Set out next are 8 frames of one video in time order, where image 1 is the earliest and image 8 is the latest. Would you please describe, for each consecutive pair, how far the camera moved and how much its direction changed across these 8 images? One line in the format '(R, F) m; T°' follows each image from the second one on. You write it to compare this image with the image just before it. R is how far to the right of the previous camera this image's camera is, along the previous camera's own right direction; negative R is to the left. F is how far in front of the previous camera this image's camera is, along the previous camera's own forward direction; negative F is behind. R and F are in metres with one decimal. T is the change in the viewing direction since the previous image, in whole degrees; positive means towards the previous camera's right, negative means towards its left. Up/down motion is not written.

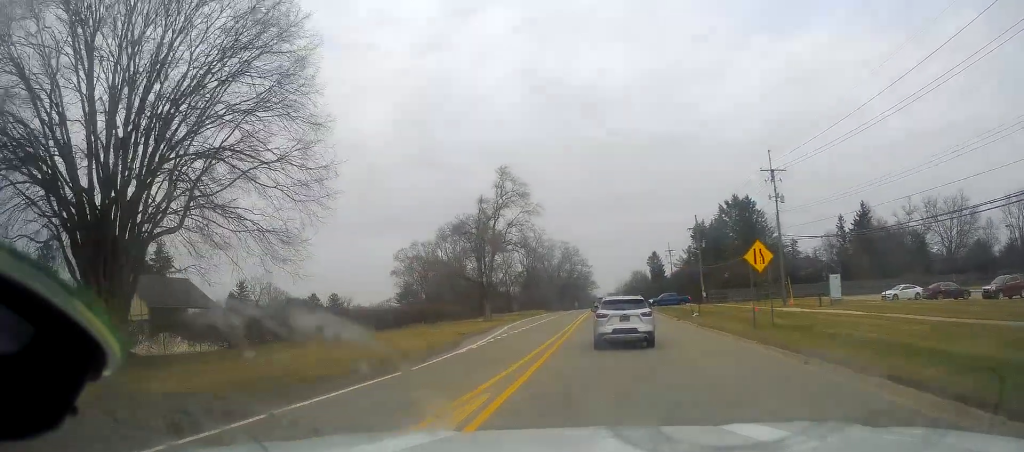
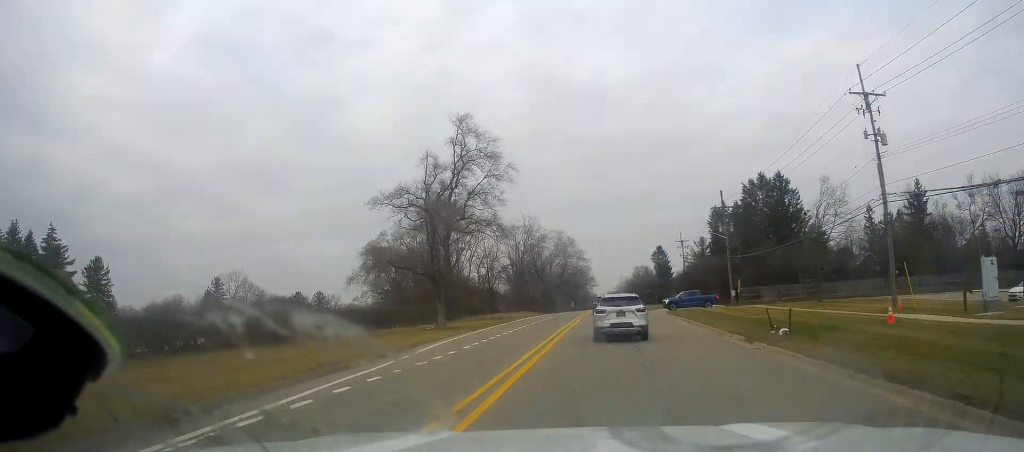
(-0.1, +20.2) m; -2°
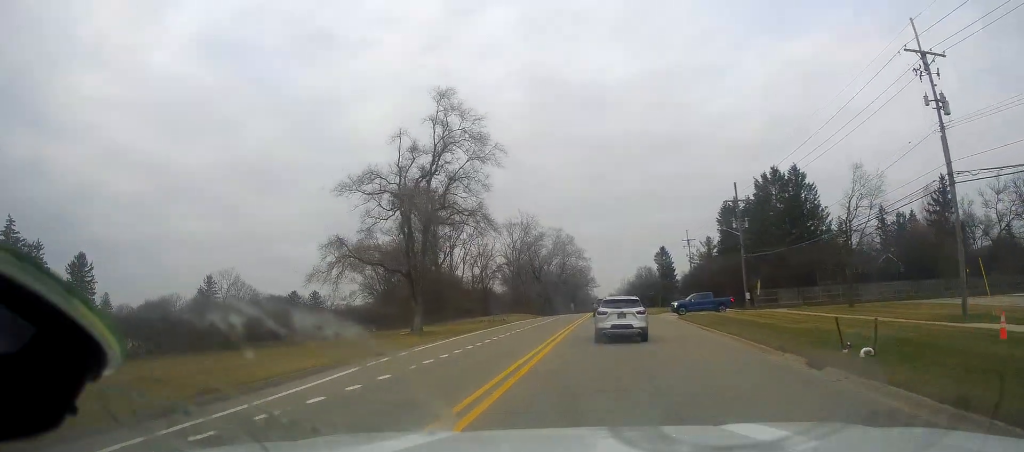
(-0.4, +6.8) m; 0°
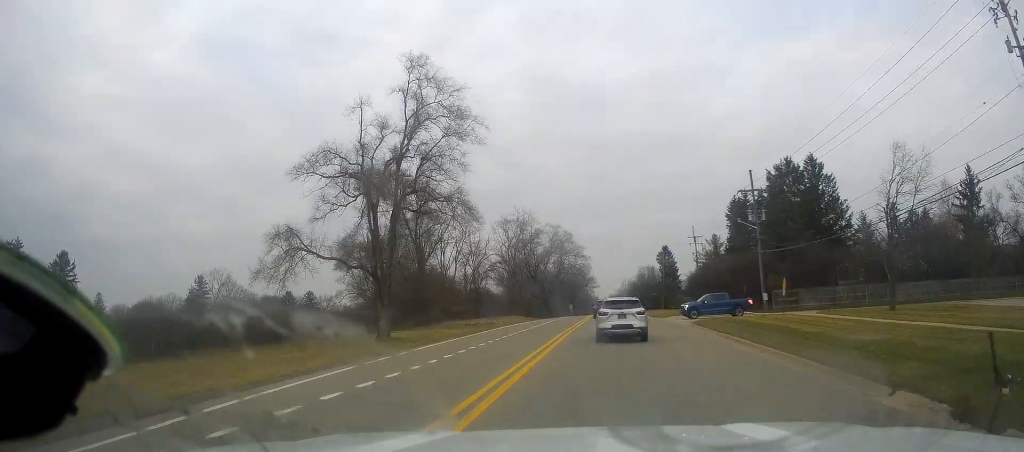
(+0.1, +6.9) m; +1°
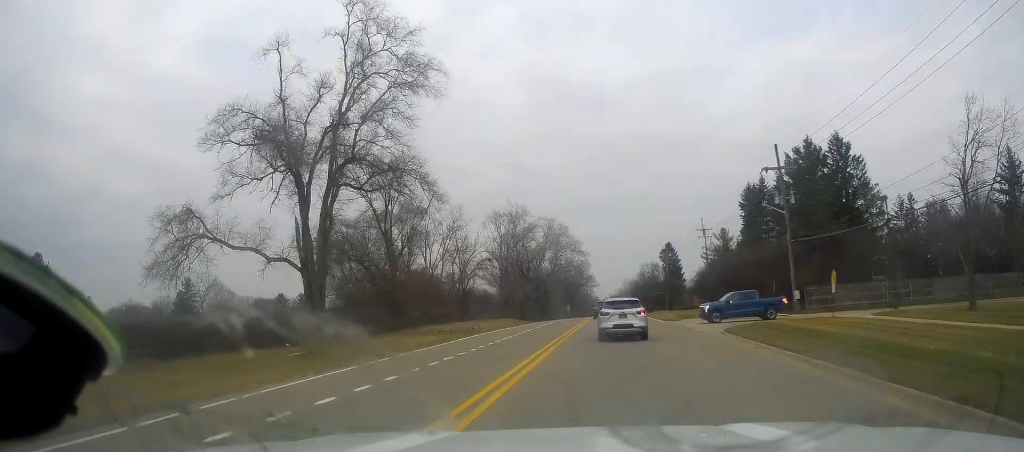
(+0.4, +9.3) m; +2°
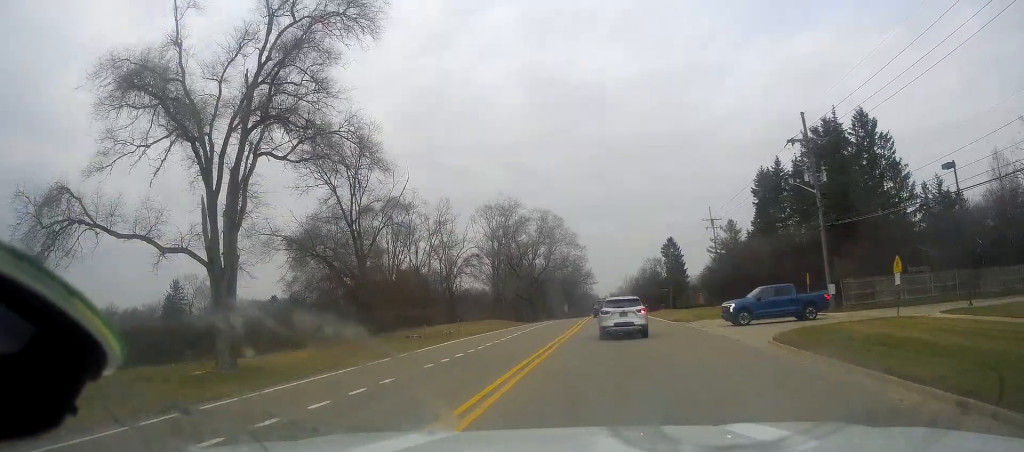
(0.0, +7.7) m; -2°
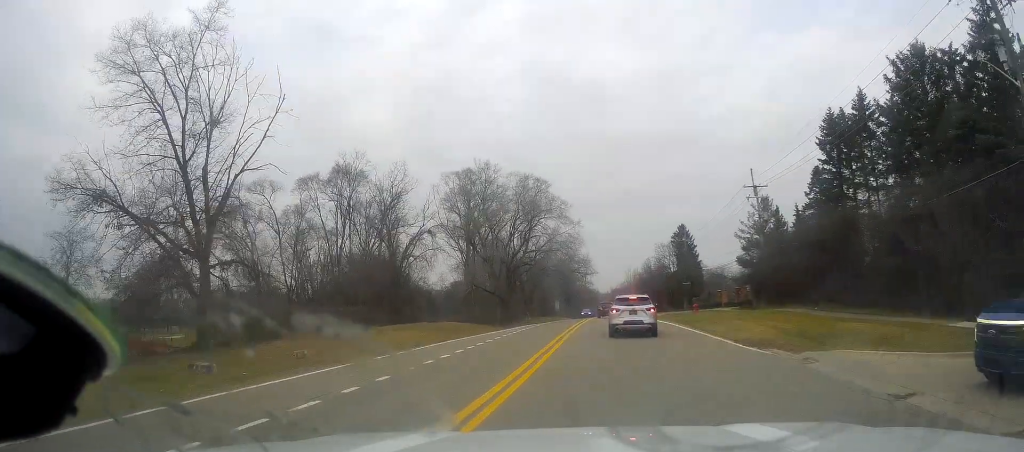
(-1.0, +22.2) m; -1°
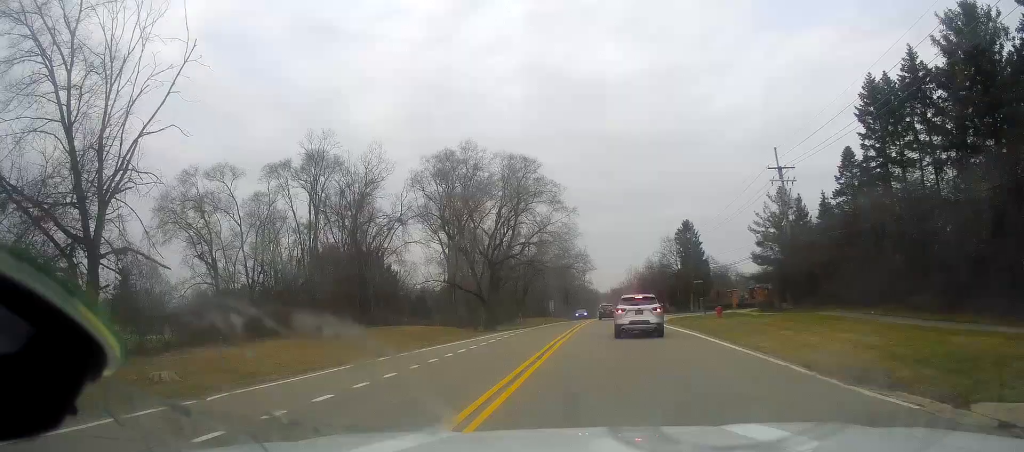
(+0.5, +8.6) m; +2°
